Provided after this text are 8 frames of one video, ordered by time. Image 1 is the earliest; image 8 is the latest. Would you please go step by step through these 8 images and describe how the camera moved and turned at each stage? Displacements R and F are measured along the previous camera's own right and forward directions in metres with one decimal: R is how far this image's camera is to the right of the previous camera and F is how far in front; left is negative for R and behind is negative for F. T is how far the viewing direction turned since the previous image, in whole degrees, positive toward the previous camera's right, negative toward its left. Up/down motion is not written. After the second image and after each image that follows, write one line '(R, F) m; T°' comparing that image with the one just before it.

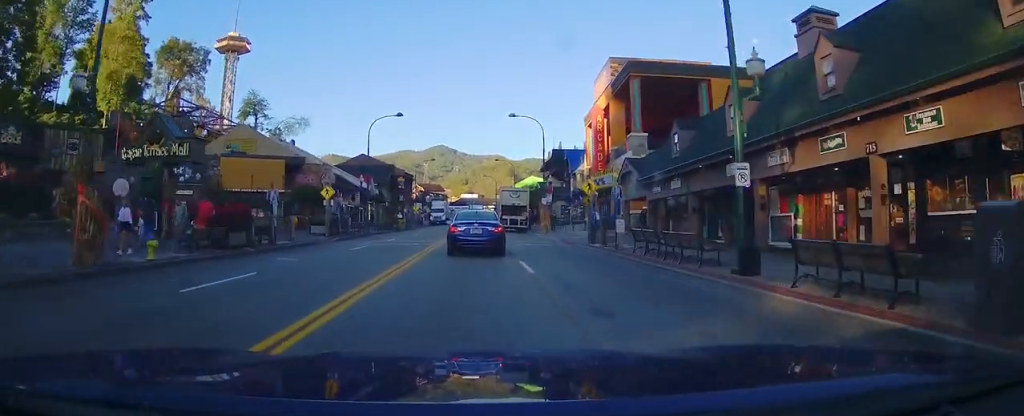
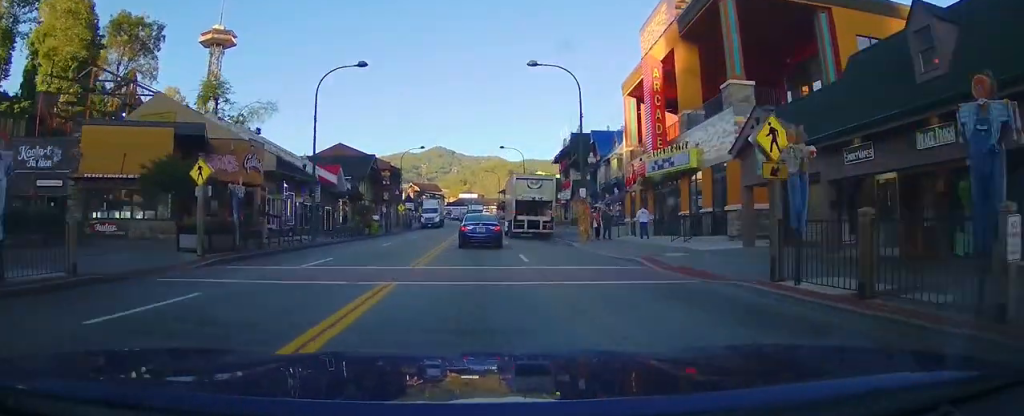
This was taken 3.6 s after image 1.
(-0.1, +19.2) m; +1°
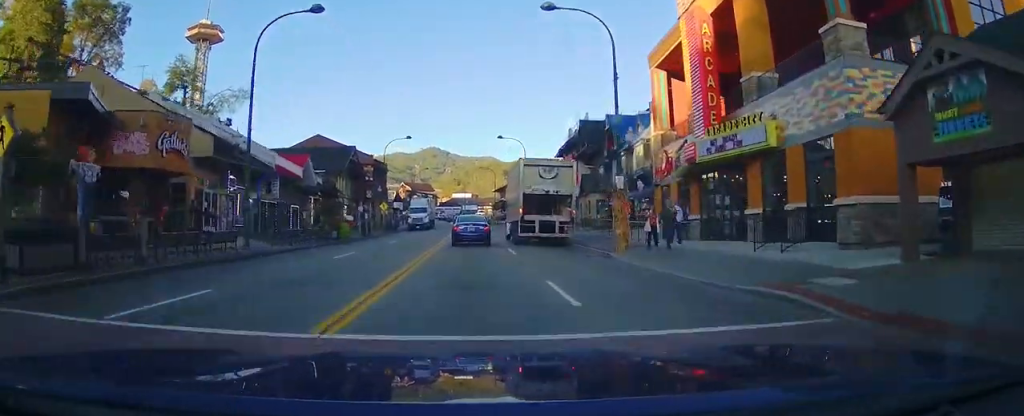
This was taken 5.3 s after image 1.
(+0.2, +10.5) m; 0°
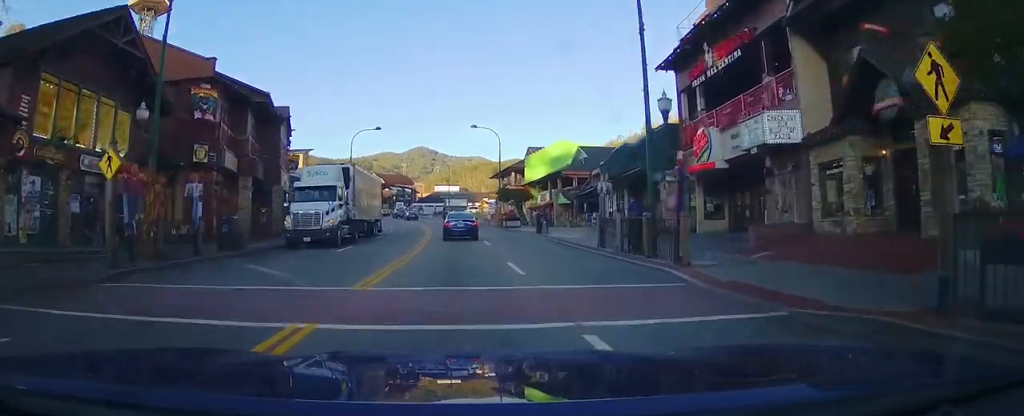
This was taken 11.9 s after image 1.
(-0.1, +43.9) m; 0°
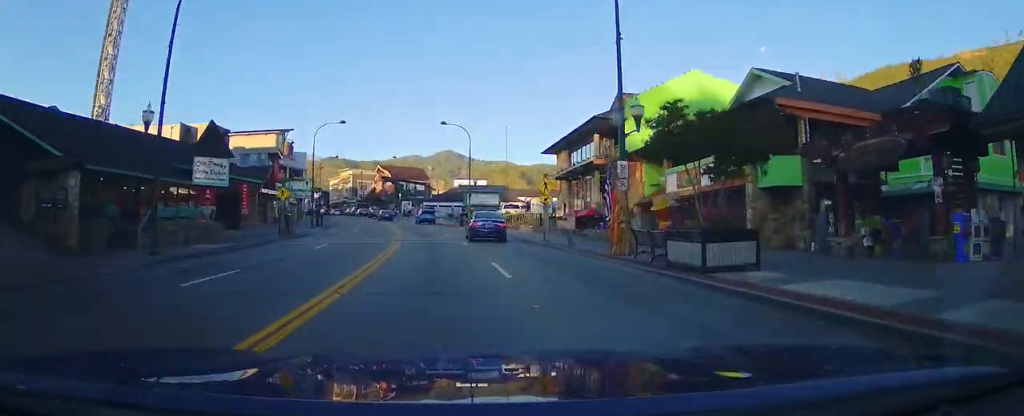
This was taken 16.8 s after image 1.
(-0.4, +37.8) m; -4°
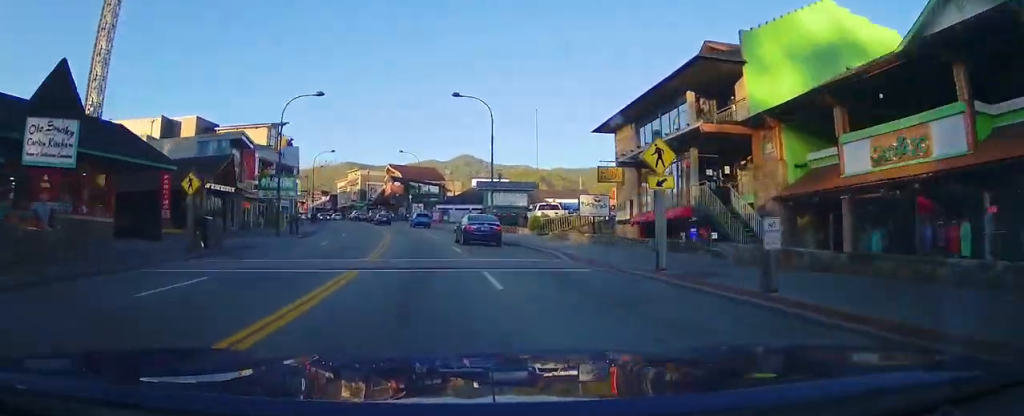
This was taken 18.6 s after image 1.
(0.0, +13.6) m; -3°
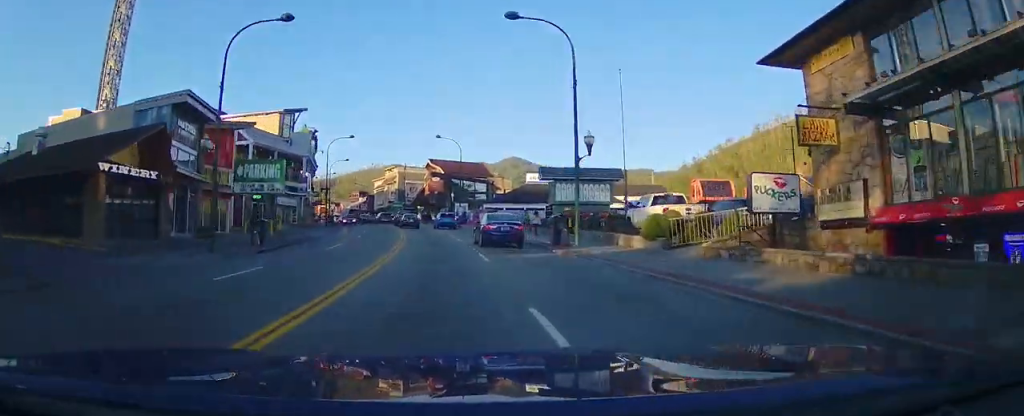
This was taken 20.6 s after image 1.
(-0.5, +15.1) m; -3°
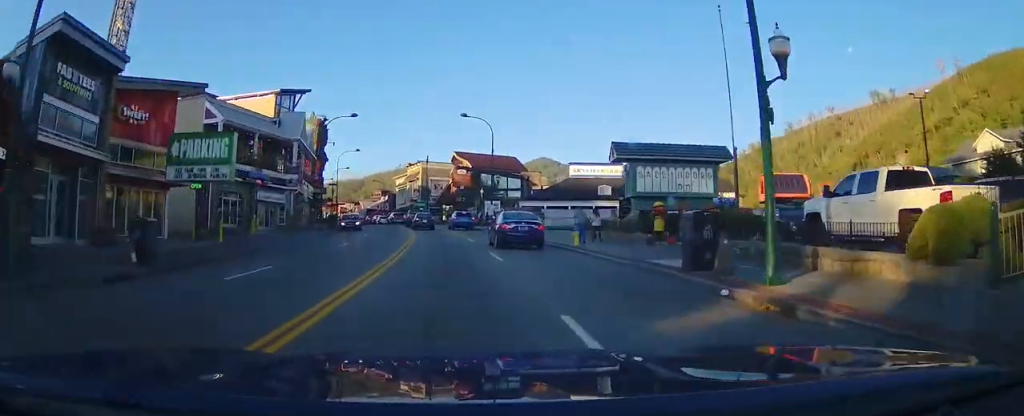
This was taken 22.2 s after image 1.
(-0.5, +11.9) m; -2°
